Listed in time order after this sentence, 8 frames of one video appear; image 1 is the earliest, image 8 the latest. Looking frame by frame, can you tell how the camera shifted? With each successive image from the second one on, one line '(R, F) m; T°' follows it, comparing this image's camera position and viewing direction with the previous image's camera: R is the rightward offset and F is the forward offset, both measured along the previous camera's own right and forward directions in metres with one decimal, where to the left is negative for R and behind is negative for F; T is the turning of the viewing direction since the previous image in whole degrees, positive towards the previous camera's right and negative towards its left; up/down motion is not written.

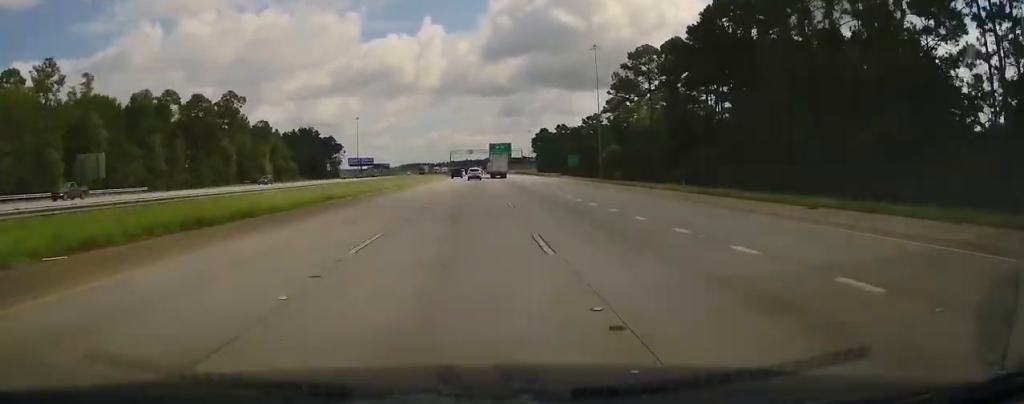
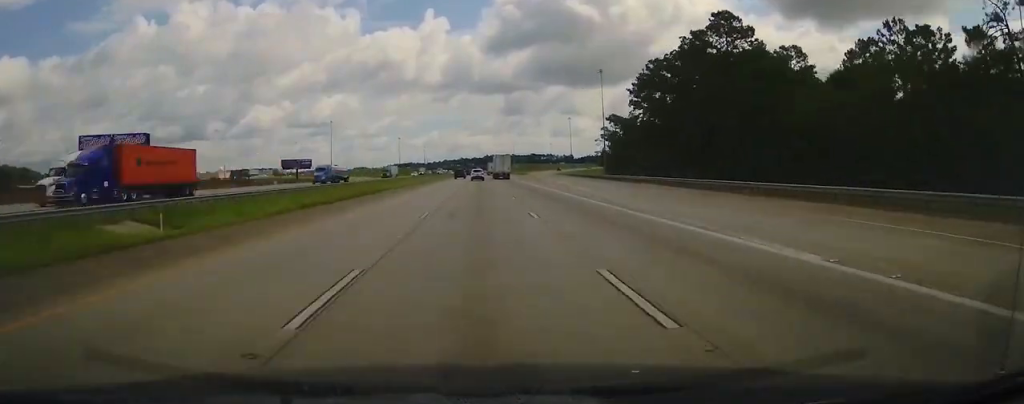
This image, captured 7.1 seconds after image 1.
(+1.5, +234.2) m; +1°
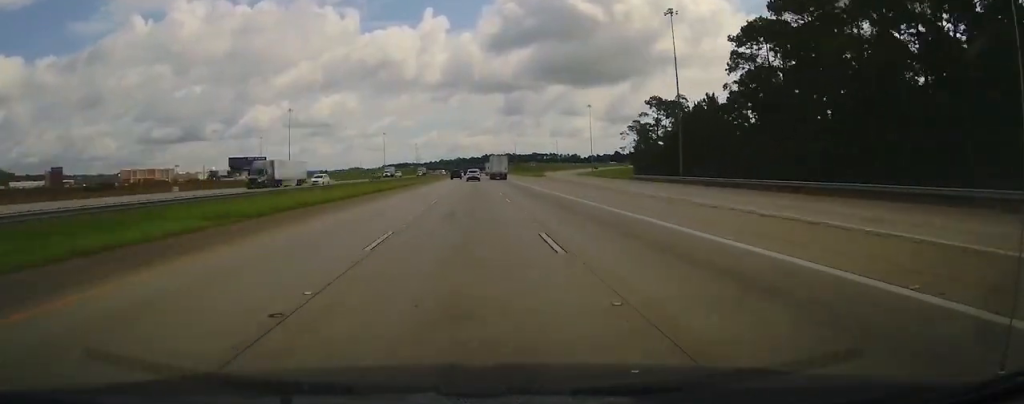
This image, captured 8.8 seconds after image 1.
(0.0, +58.4) m; 0°
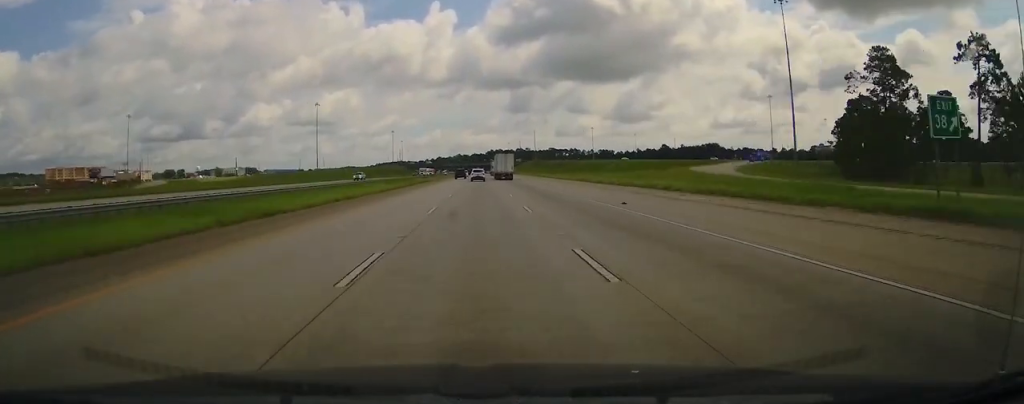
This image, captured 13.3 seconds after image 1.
(-0.8, +154.0) m; 0°
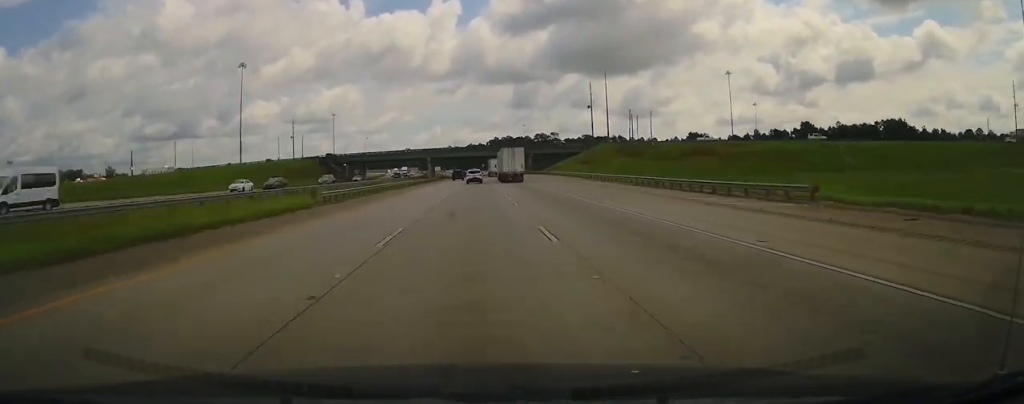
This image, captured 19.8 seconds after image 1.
(-0.1, +220.6) m; 0°
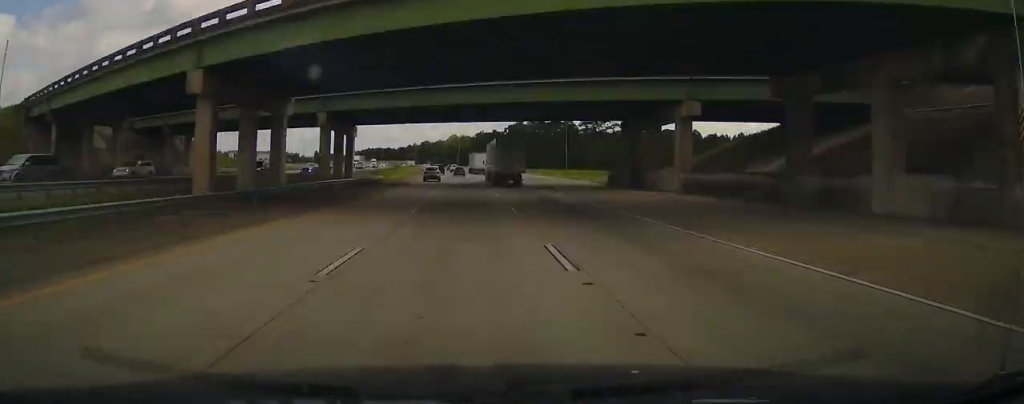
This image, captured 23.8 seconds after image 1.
(-1.0, +138.2) m; -2°
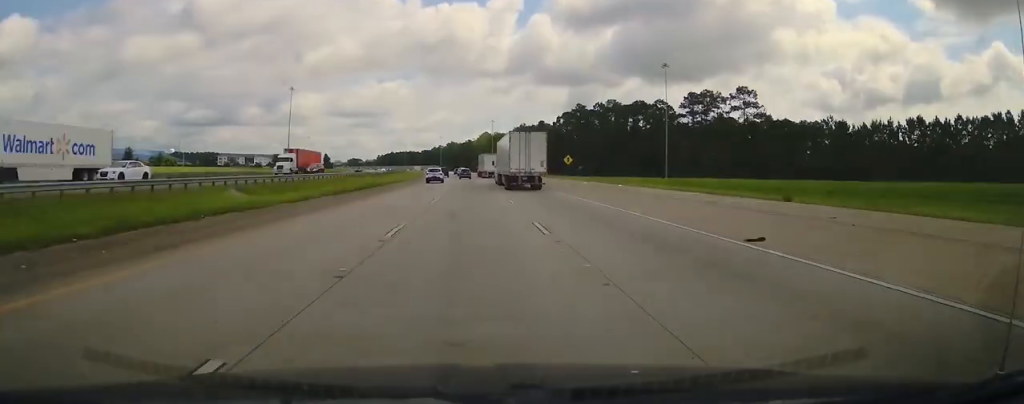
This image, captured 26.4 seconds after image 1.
(+0.1, +91.8) m; -3°
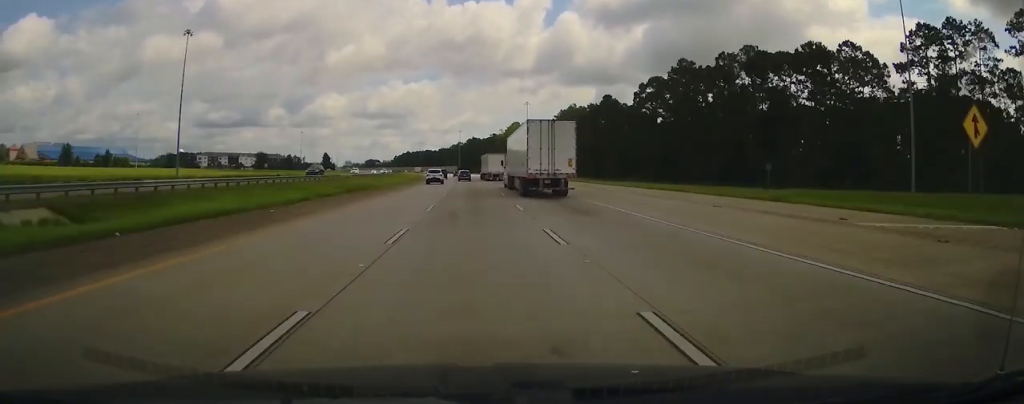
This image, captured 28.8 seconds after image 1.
(-4.6, +82.3) m; -3°
